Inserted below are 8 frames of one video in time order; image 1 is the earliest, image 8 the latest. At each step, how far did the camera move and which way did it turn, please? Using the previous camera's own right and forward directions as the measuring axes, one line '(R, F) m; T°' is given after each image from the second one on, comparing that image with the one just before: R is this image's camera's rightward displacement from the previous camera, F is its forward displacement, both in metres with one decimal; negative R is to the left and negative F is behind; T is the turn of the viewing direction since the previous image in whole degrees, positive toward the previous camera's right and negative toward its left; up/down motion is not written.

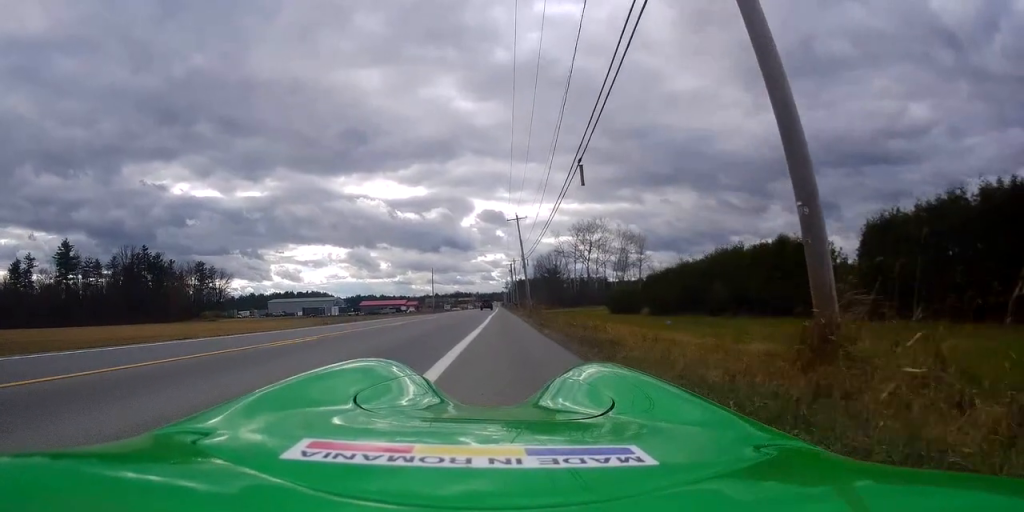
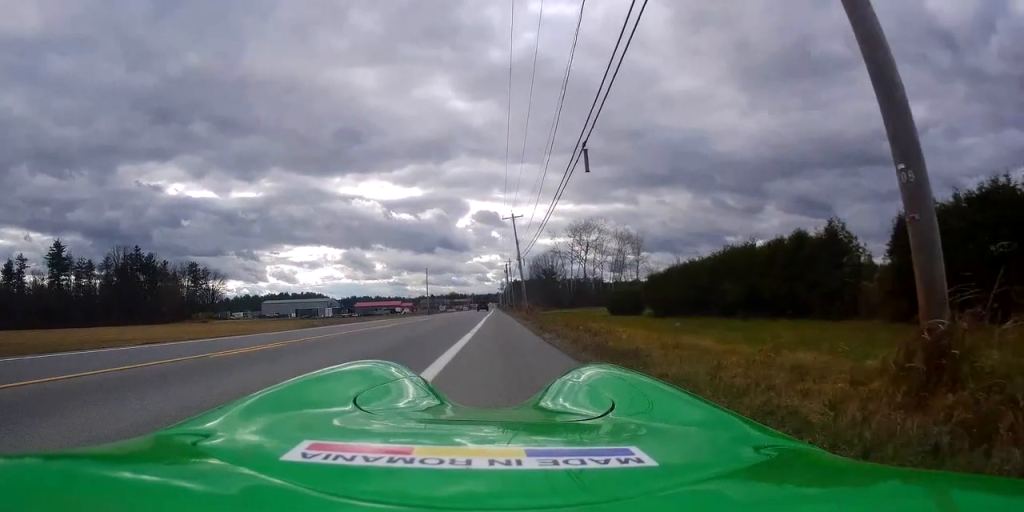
(+0.1, +2.1) m; 0°
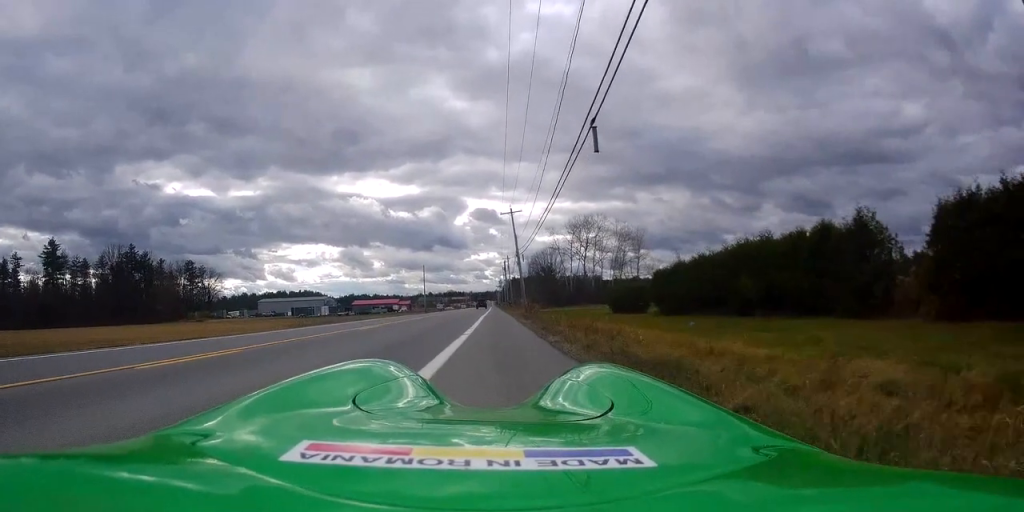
(+0.1, +1.9) m; 0°
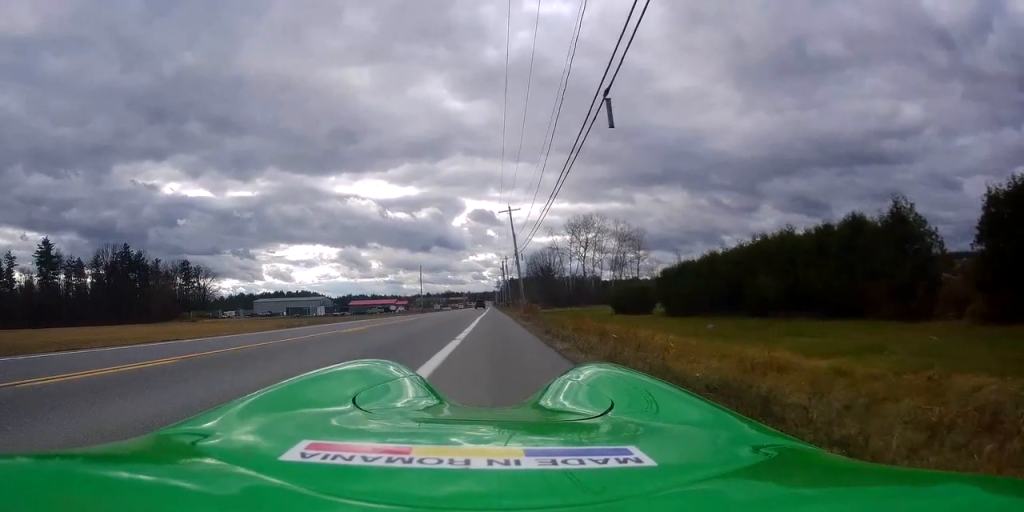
(-0.1, +2.1) m; -1°
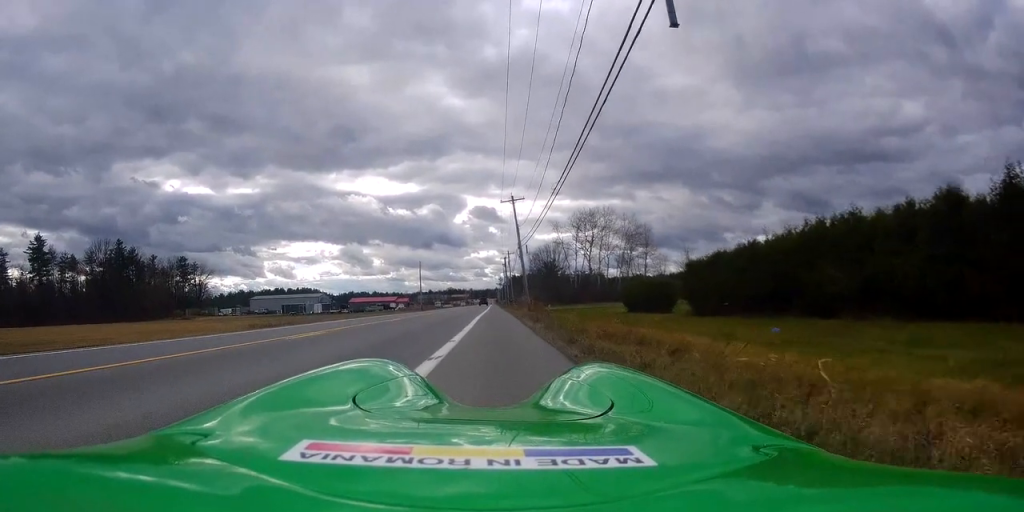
(-0.2, +4.6) m; -1°
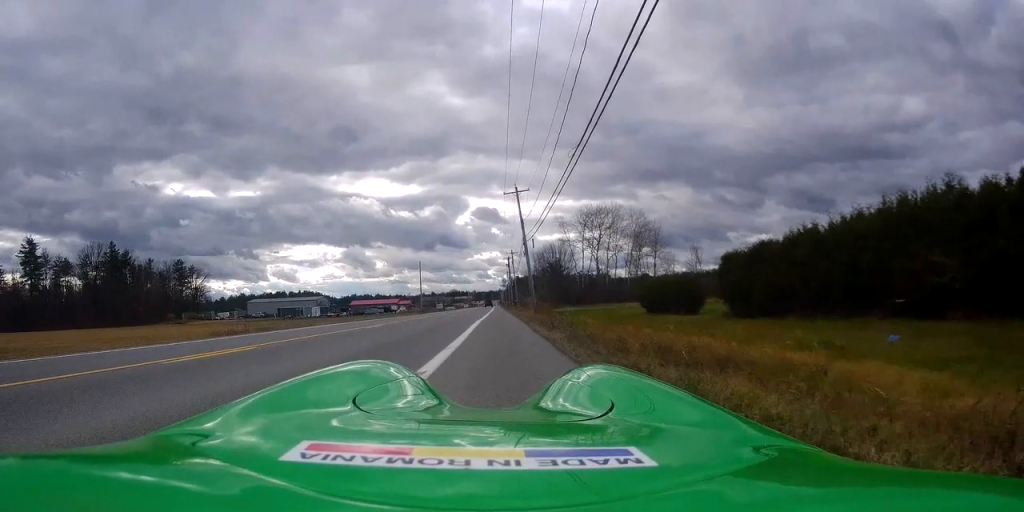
(+0.1, +4.8) m; +3°
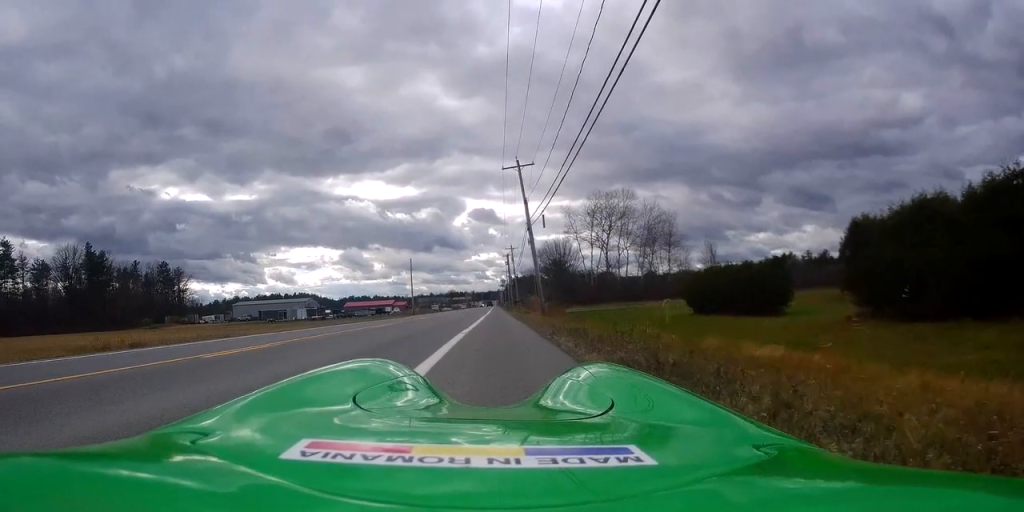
(-0.3, +10.4) m; -1°
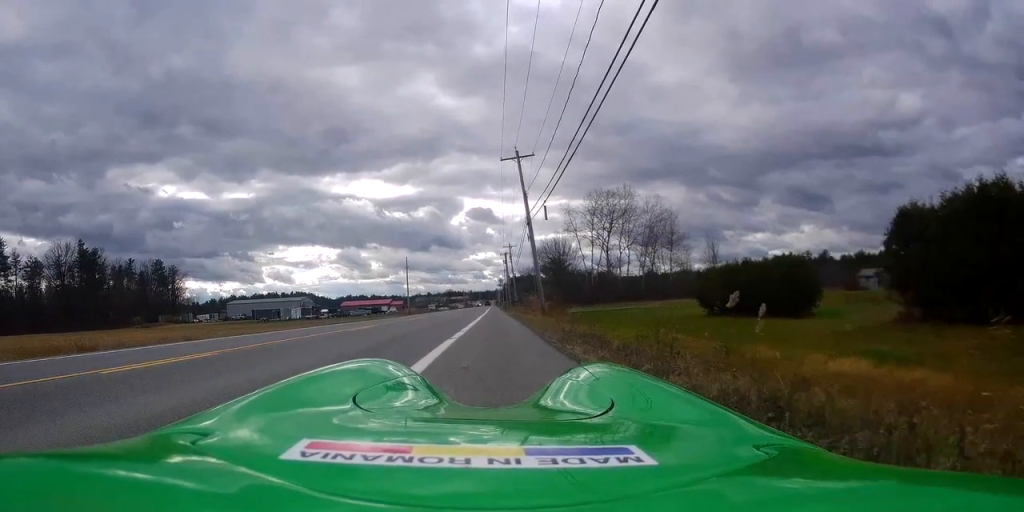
(0.0, +2.4) m; +2°
